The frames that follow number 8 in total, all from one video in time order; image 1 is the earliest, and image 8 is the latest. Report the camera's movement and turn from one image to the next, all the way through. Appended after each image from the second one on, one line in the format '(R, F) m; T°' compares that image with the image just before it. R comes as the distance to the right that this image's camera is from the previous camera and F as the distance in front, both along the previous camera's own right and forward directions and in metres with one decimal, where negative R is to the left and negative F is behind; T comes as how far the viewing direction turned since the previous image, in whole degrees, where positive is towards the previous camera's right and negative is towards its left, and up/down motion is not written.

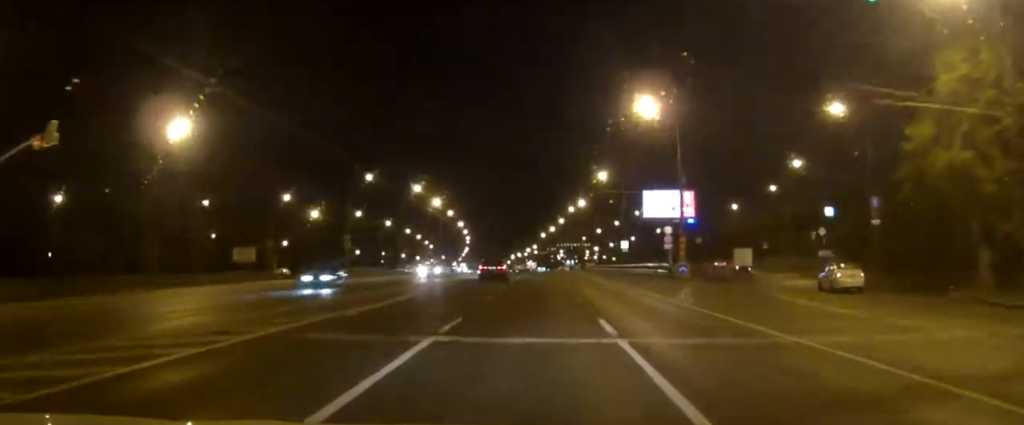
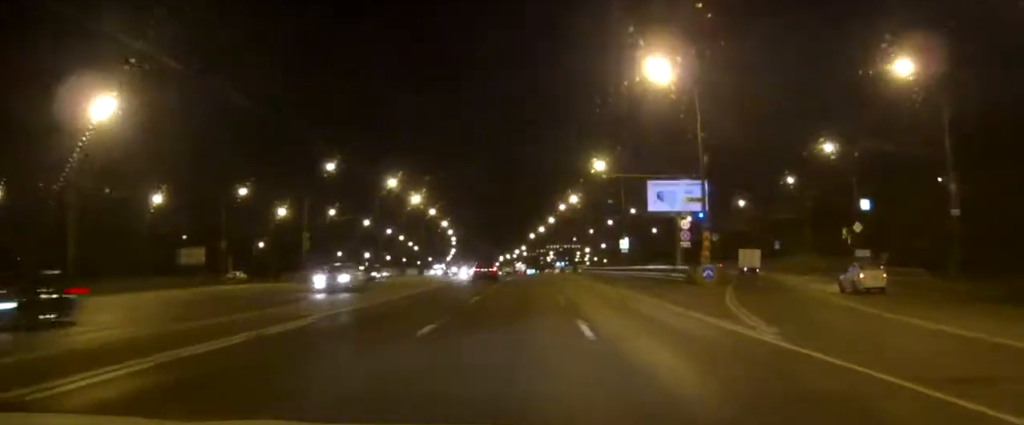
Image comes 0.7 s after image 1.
(0.0, +12.3) m; +1°
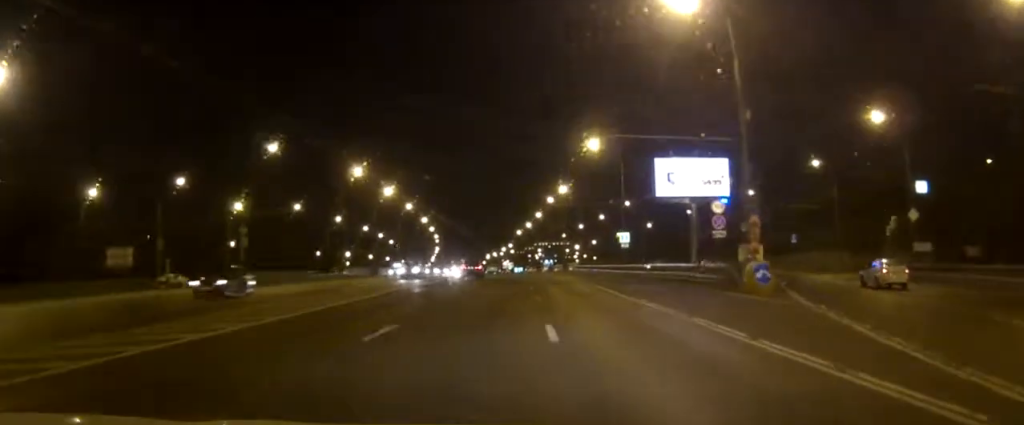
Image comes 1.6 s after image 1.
(+0.1, +14.2) m; +1°
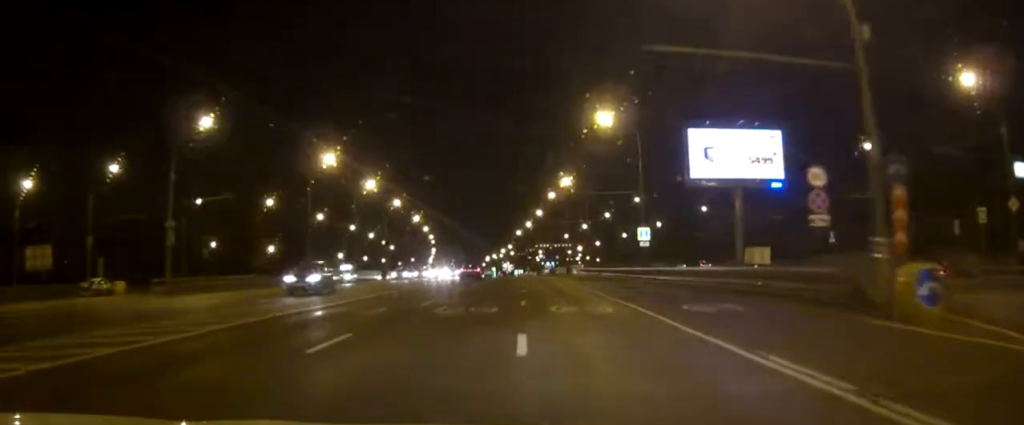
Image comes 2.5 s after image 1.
(+0.1, +13.9) m; 0°
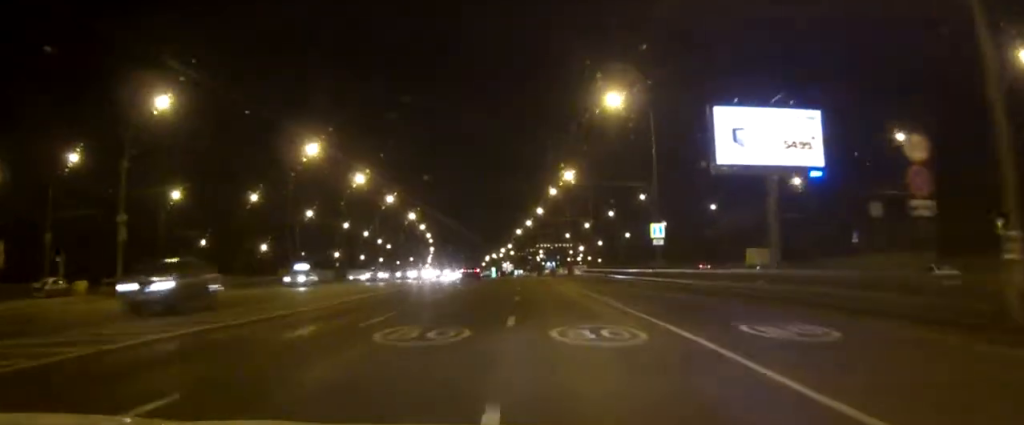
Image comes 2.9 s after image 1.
(0.0, +6.9) m; 0°
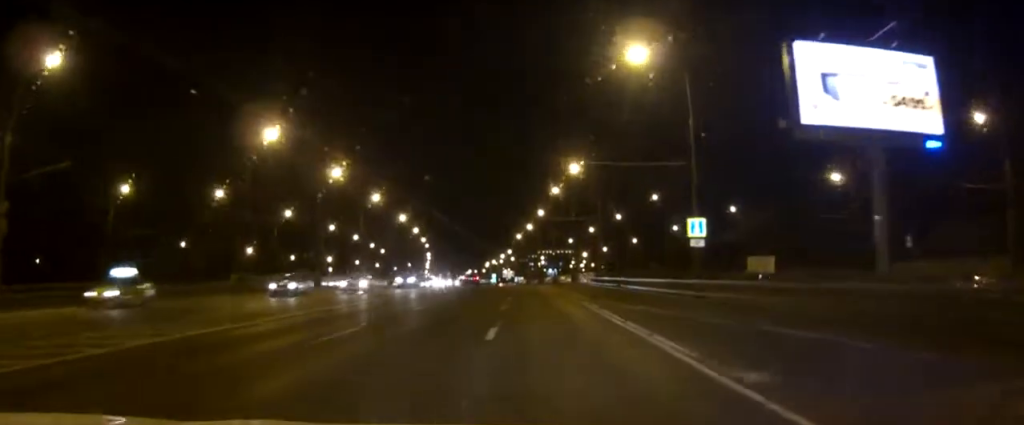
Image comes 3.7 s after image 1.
(0.0, +13.2) m; 0°
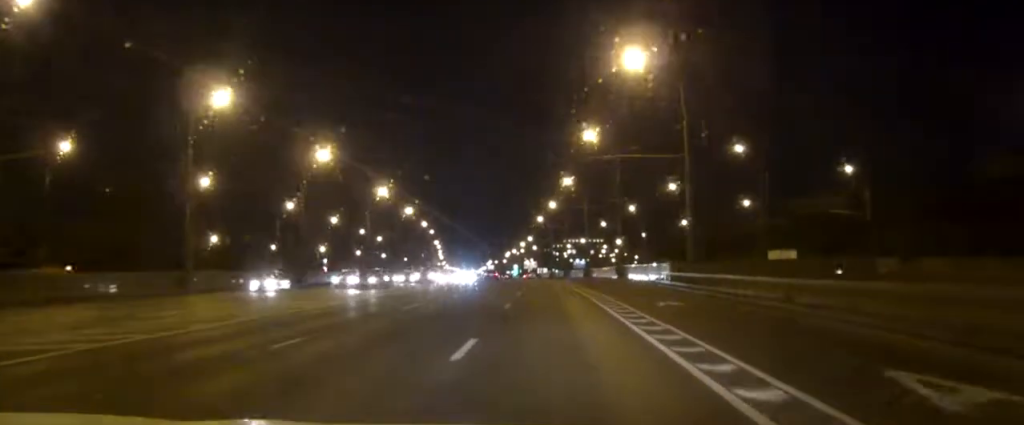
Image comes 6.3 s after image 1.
(-0.5, +39.9) m; -2°
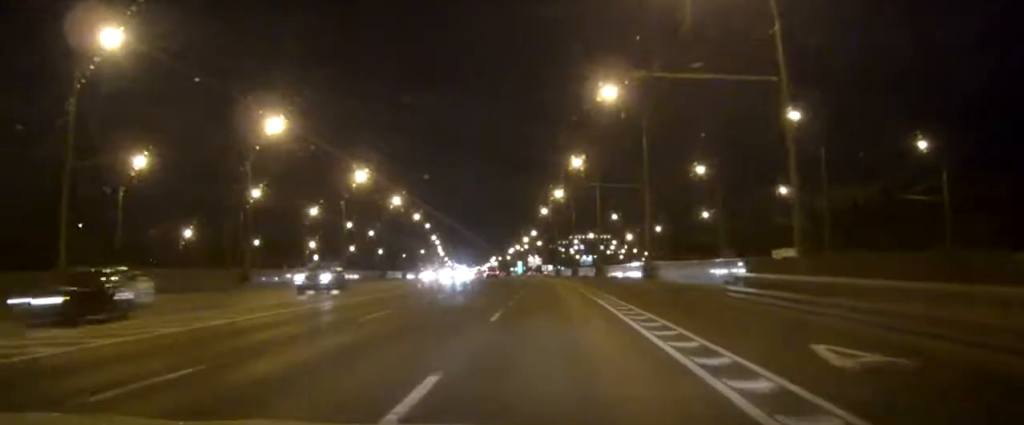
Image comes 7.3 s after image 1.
(-0.1, +16.6) m; 0°
